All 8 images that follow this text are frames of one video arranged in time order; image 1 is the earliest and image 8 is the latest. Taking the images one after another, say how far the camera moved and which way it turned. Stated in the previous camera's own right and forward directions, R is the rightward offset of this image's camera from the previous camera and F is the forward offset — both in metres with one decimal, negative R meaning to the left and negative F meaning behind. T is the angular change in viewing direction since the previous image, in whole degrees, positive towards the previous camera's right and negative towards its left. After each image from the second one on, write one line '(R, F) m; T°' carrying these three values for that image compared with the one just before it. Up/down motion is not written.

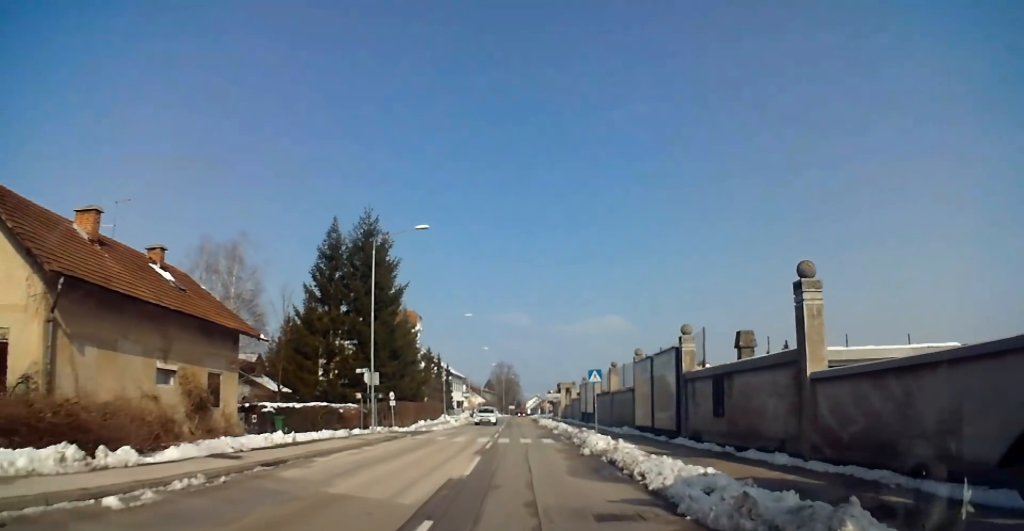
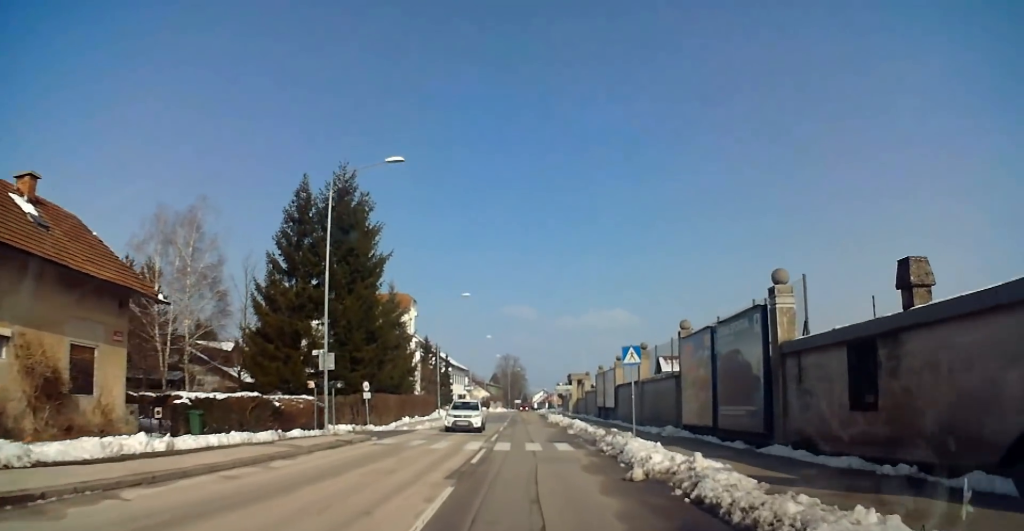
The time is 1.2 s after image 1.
(0.0, +8.9) m; 0°
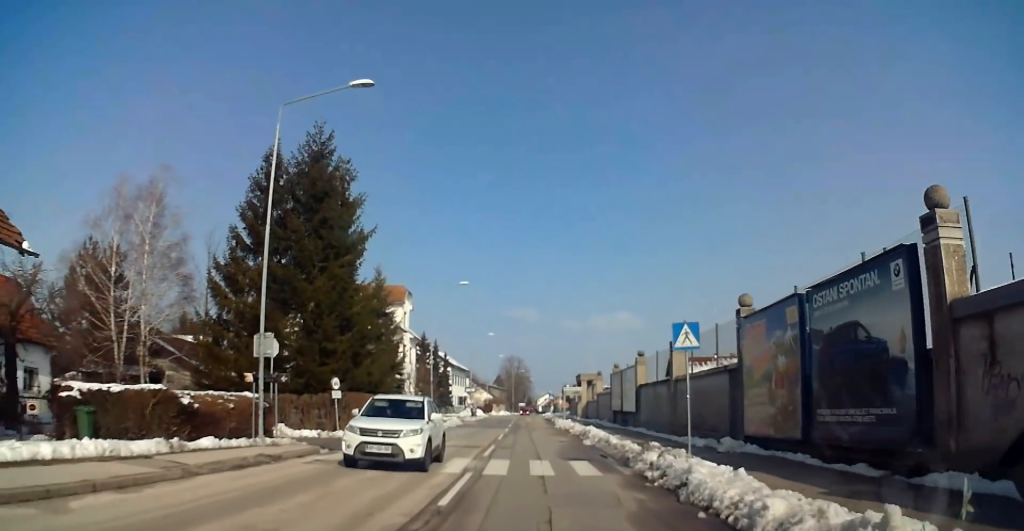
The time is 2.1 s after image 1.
(0.0, +6.7) m; 0°
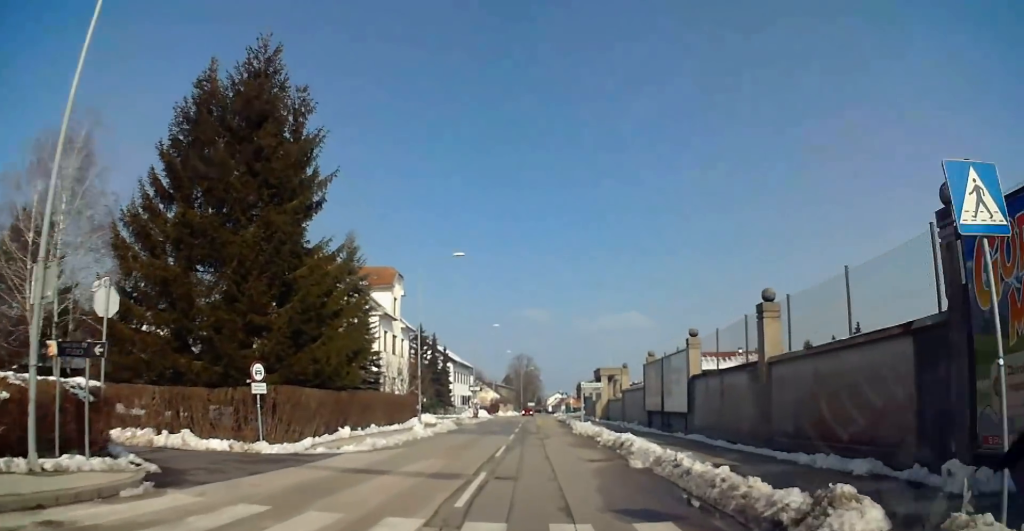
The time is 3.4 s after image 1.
(0.0, +10.0) m; 0°
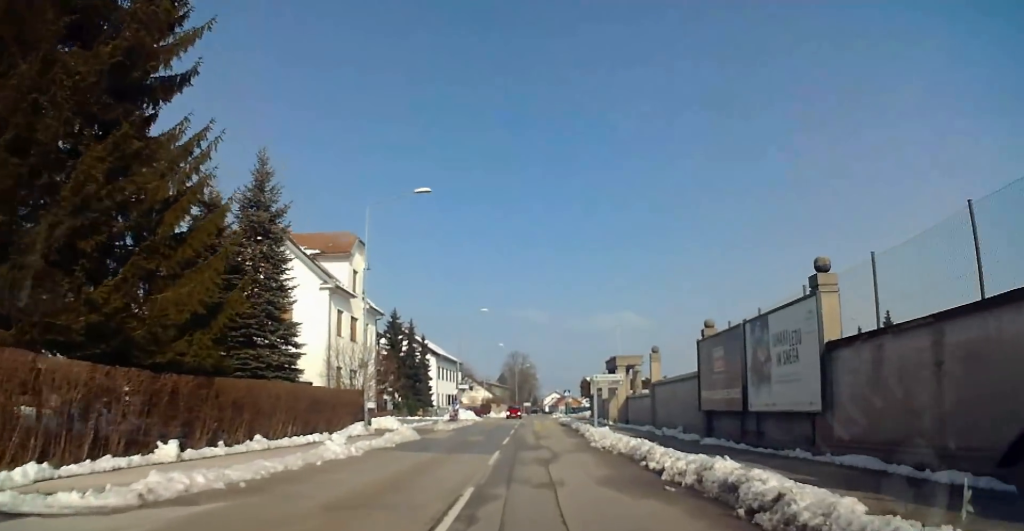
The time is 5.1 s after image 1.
(+0.2, +12.8) m; +3°
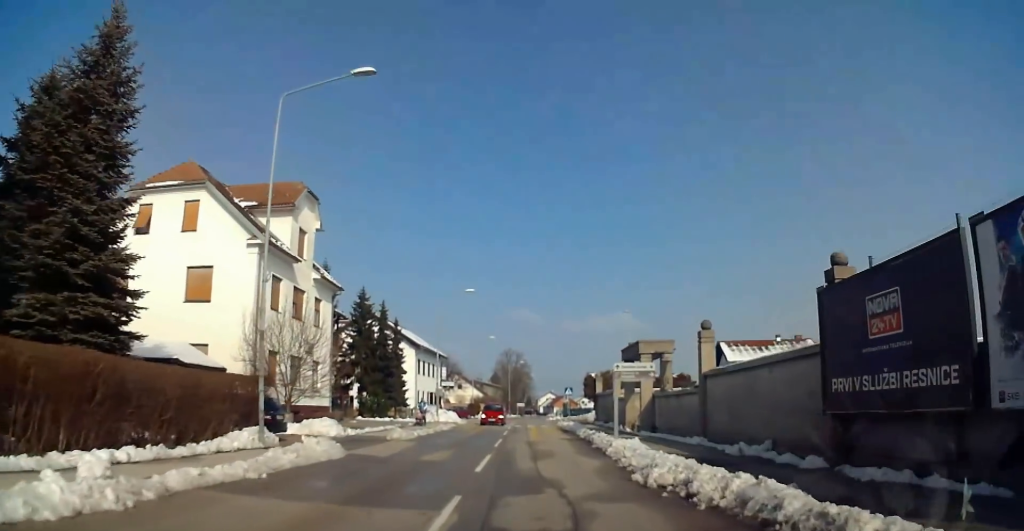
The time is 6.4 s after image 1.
(+0.1, +10.7) m; -2°
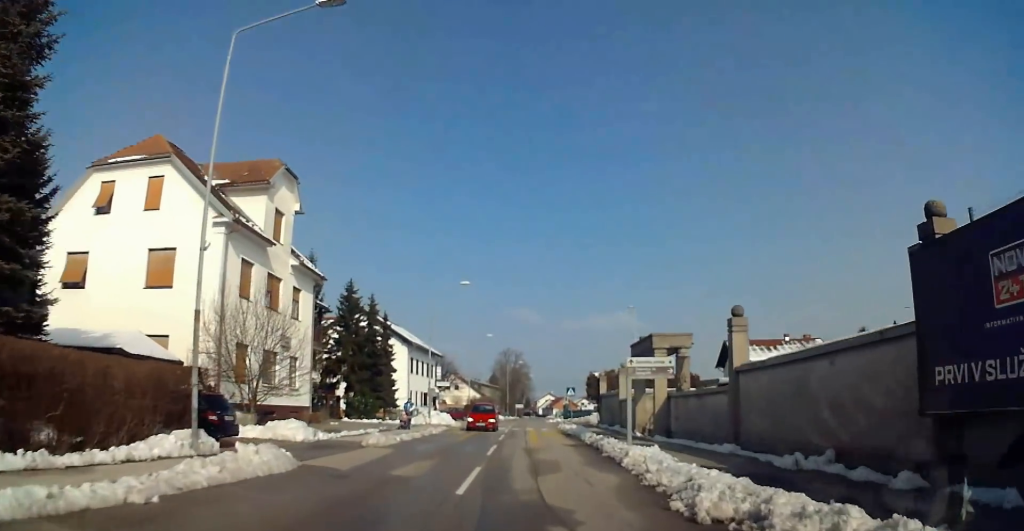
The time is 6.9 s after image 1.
(-0.1, +3.7) m; -1°
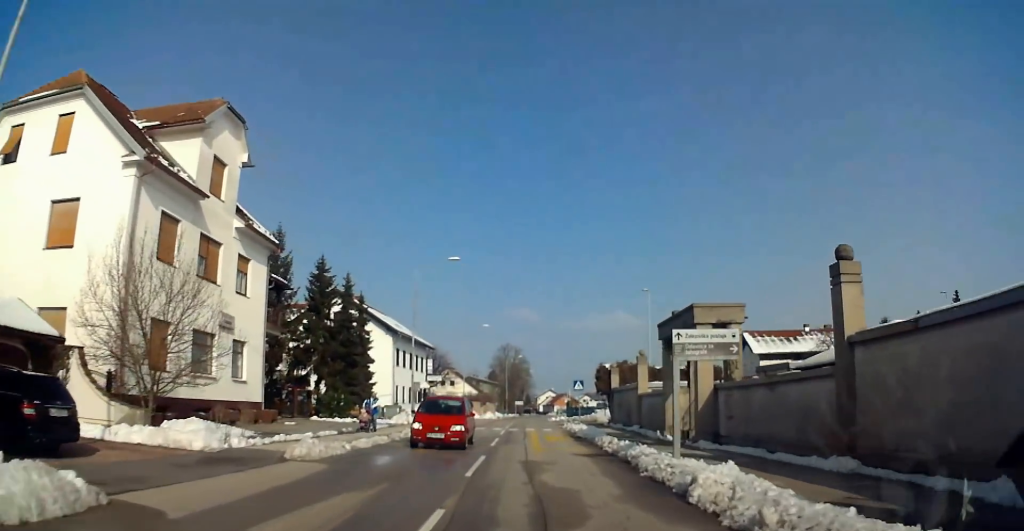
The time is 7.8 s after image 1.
(0.0, +7.2) m; 0°
